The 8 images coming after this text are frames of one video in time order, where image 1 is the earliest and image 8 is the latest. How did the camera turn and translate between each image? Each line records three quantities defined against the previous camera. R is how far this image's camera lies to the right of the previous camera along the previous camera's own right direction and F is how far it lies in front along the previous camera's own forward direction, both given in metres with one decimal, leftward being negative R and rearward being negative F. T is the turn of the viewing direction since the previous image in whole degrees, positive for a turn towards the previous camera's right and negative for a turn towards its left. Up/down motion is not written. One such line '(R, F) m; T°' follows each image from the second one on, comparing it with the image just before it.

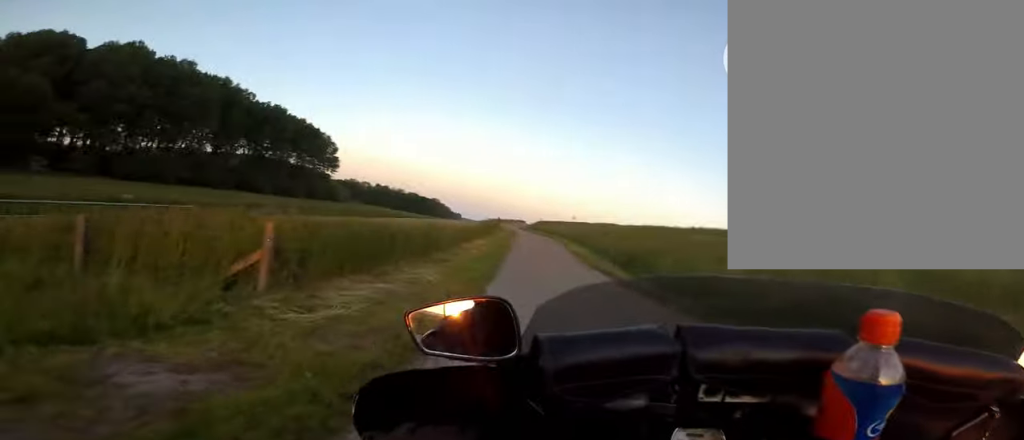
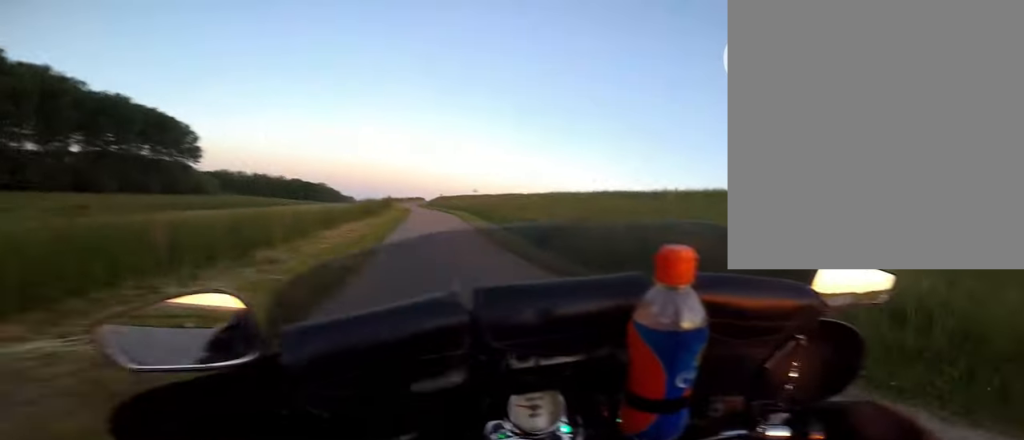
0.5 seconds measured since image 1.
(-0.2, +2.9) m; -6°
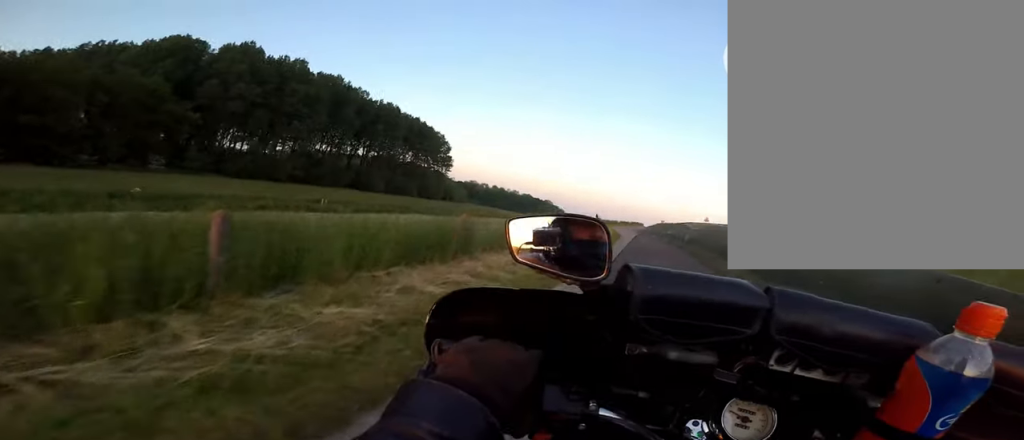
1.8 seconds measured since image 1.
(-0.4, +6.9) m; -4°
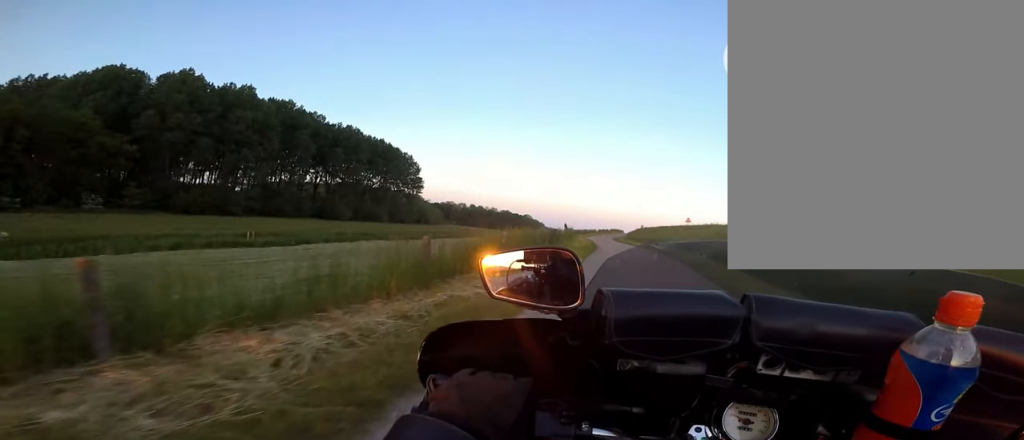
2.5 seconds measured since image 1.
(-0.4, +4.2) m; +7°
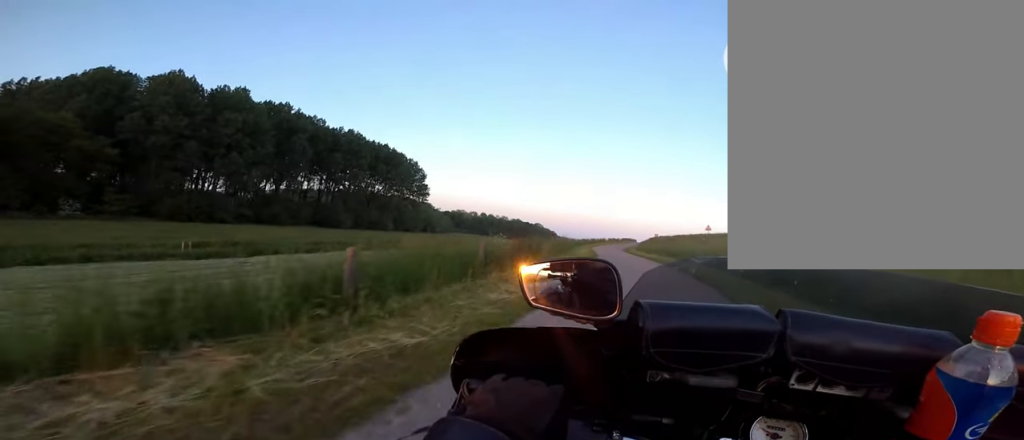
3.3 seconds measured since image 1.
(+1.0, +4.8) m; +6°
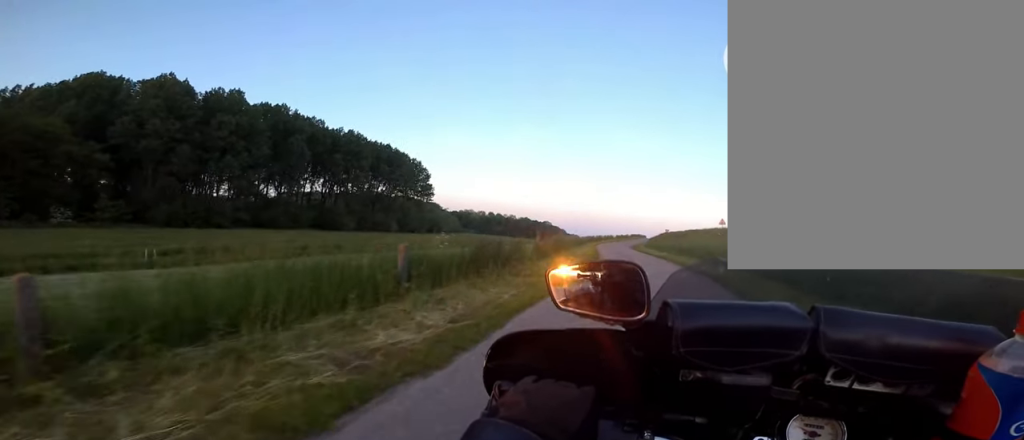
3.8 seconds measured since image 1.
(+0.1, +2.6) m; 0°
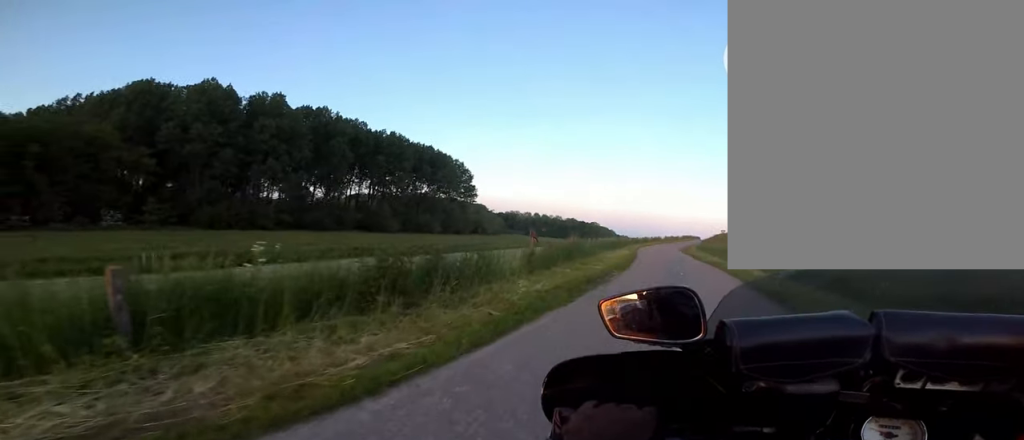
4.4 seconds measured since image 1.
(-0.4, +3.6) m; -7°
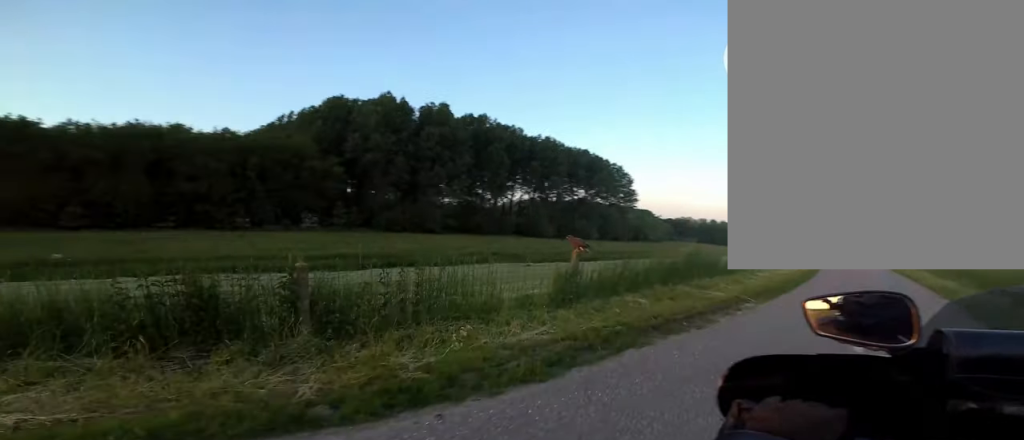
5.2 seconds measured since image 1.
(-0.2, +4.2) m; -3°
